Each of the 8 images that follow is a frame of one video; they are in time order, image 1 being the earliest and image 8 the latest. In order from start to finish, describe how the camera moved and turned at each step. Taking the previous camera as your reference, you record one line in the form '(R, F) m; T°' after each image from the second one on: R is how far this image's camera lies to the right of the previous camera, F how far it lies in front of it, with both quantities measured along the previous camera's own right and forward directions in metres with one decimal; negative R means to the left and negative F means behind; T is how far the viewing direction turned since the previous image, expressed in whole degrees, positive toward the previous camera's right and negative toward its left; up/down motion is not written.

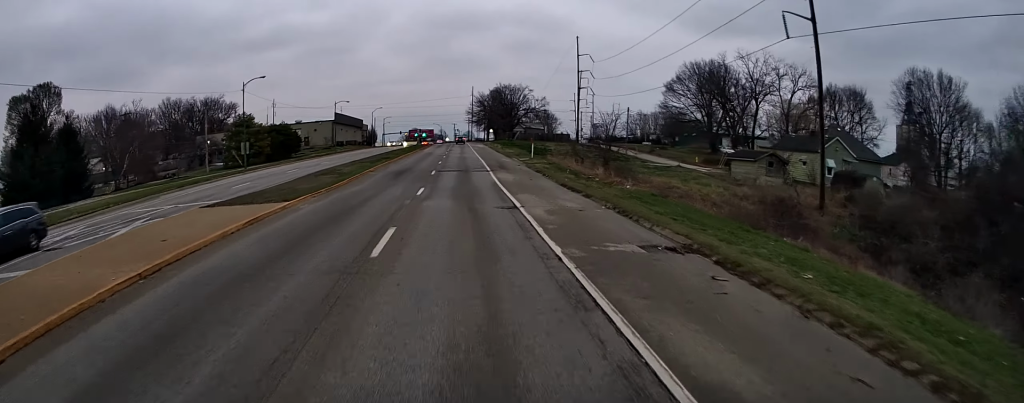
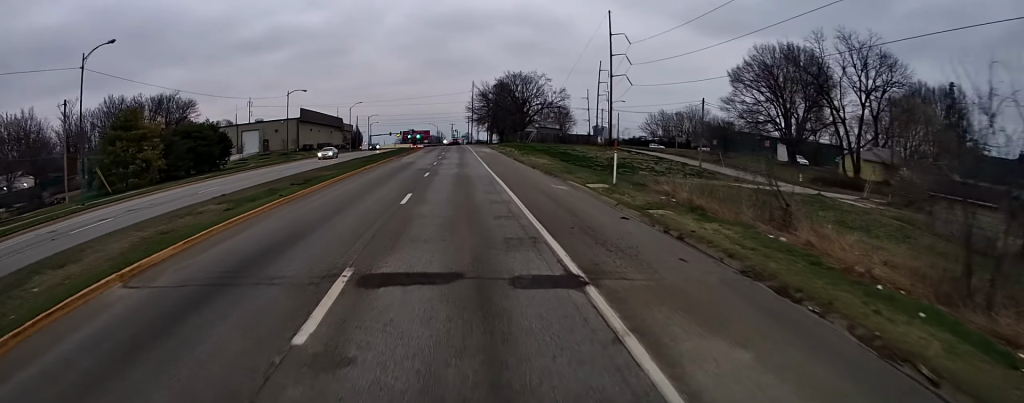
(+0.1, +28.3) m; 0°
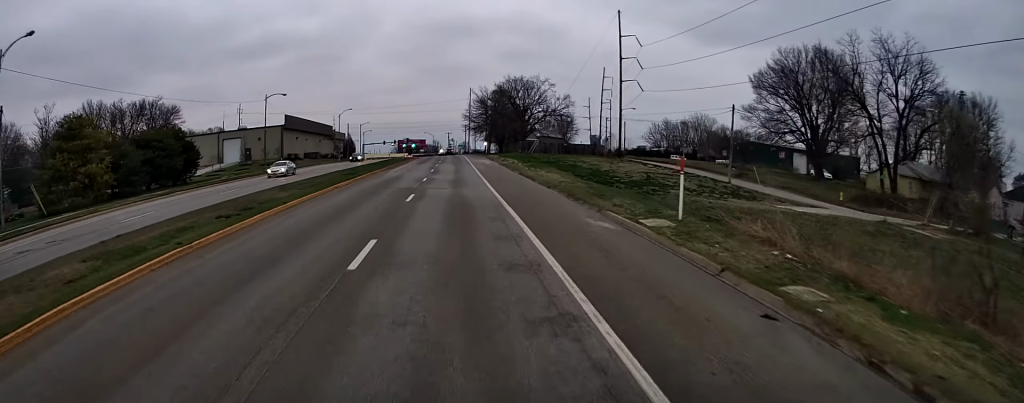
(-0.2, +7.6) m; 0°
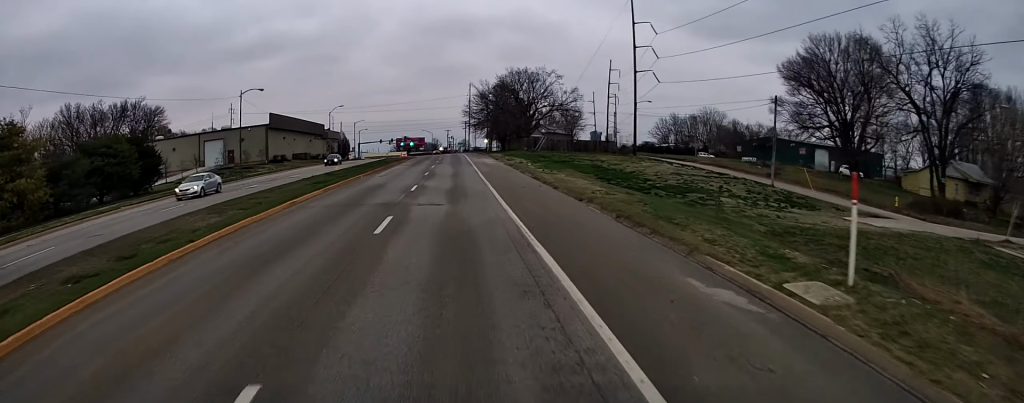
(-0.1, +7.6) m; 0°
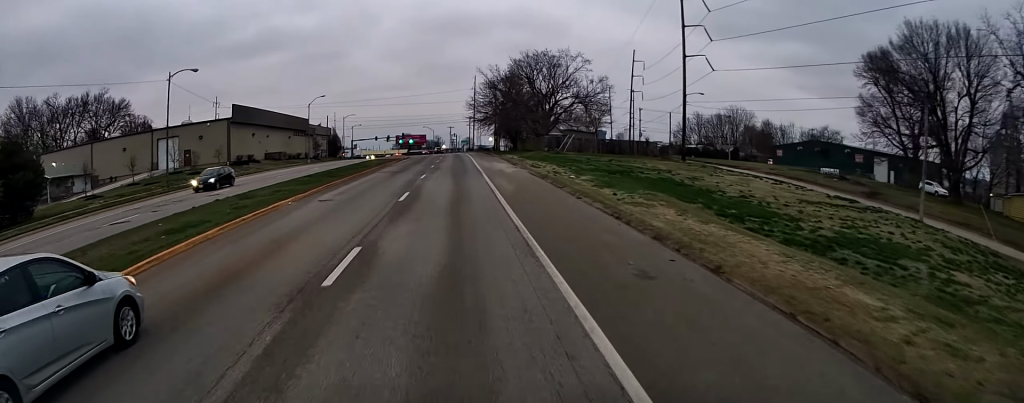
(+0.1, +16.4) m; -1°
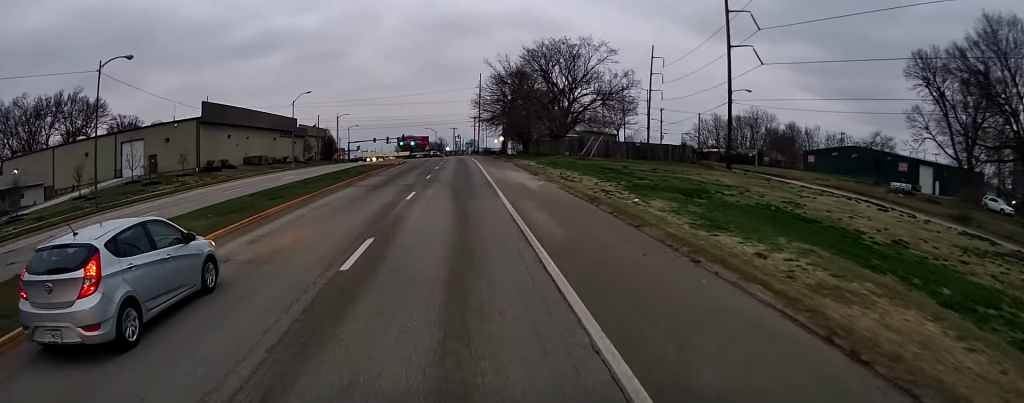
(-0.1, +10.1) m; -1°
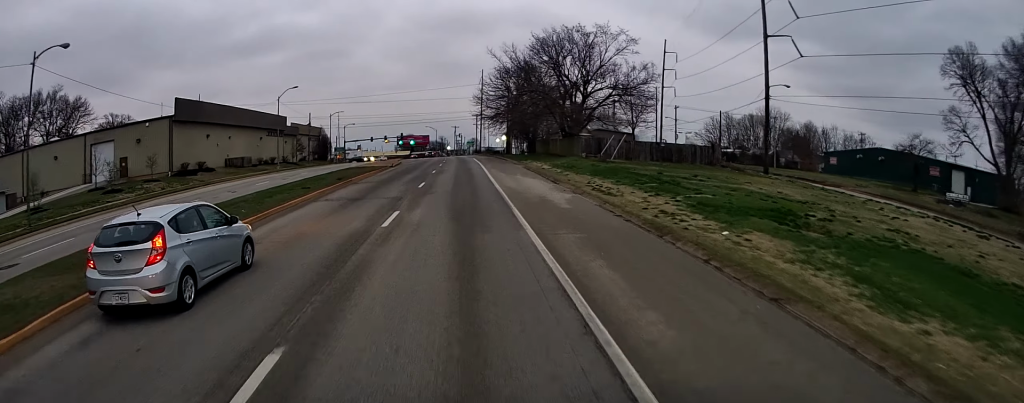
(0.0, +6.8) m; 0°
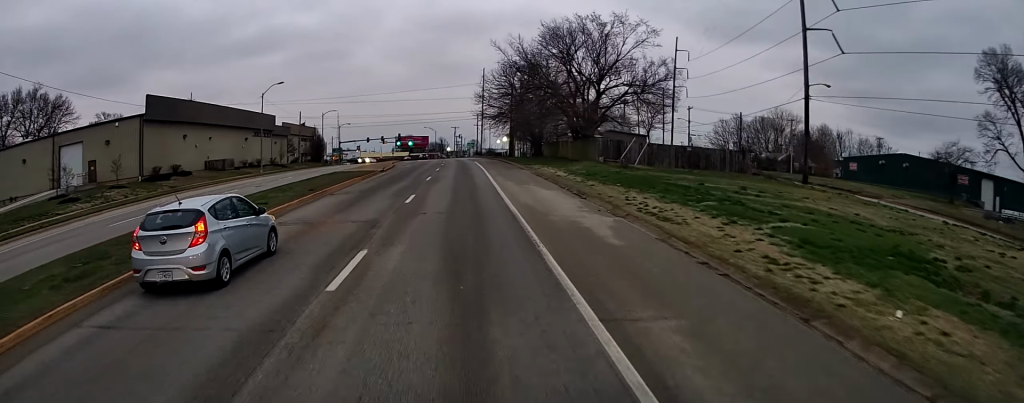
(0.0, +5.9) m; 0°
